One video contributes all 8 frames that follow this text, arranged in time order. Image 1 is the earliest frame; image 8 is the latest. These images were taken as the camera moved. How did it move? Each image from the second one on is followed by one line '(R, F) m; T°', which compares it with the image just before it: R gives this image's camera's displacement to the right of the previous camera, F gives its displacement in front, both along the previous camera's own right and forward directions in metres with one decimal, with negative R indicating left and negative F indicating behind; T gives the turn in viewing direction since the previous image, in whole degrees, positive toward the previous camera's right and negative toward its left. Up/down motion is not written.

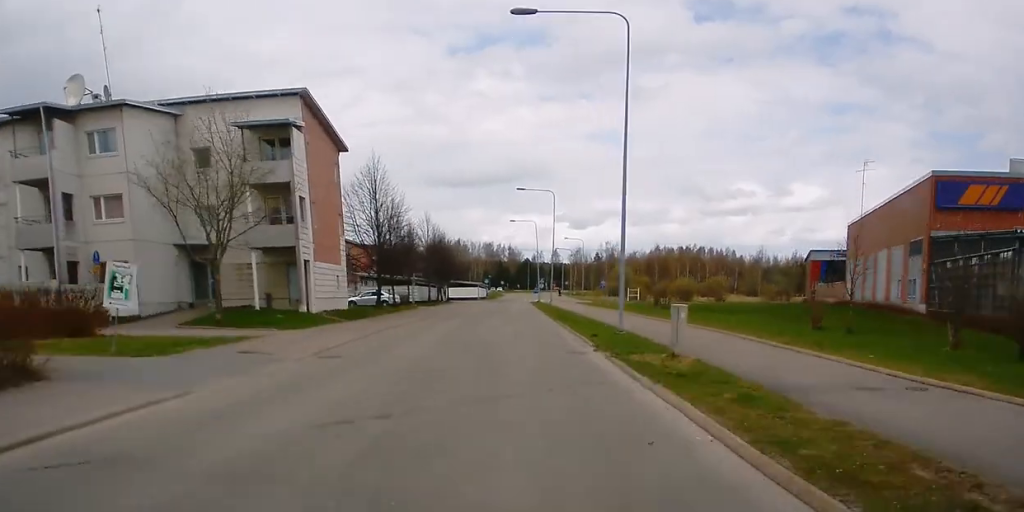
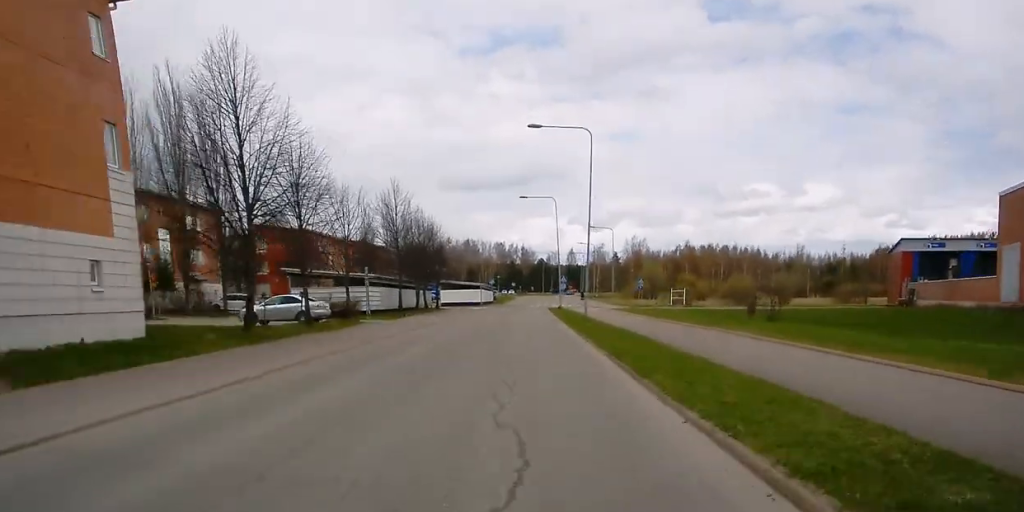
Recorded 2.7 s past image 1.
(-0.3, +24.3) m; -1°
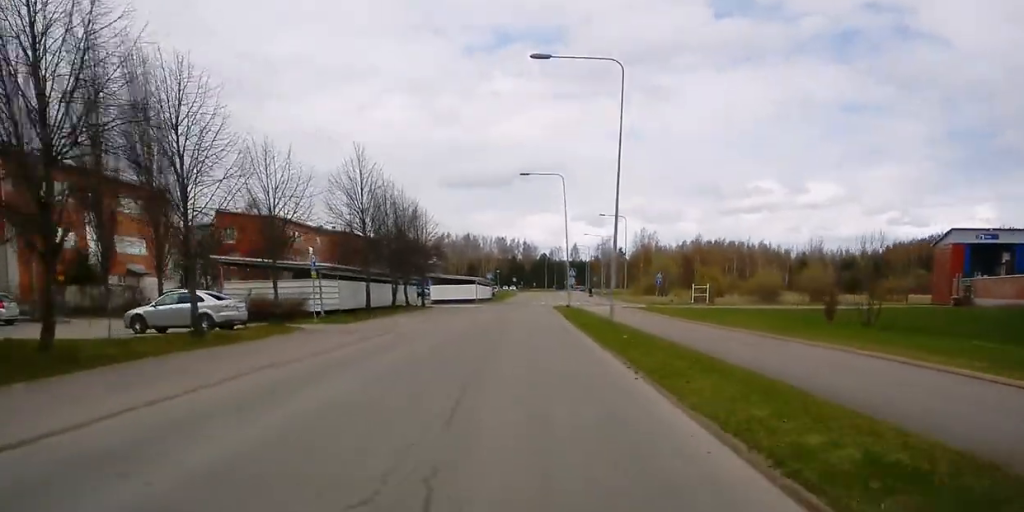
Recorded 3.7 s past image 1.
(0.0, +11.0) m; 0°
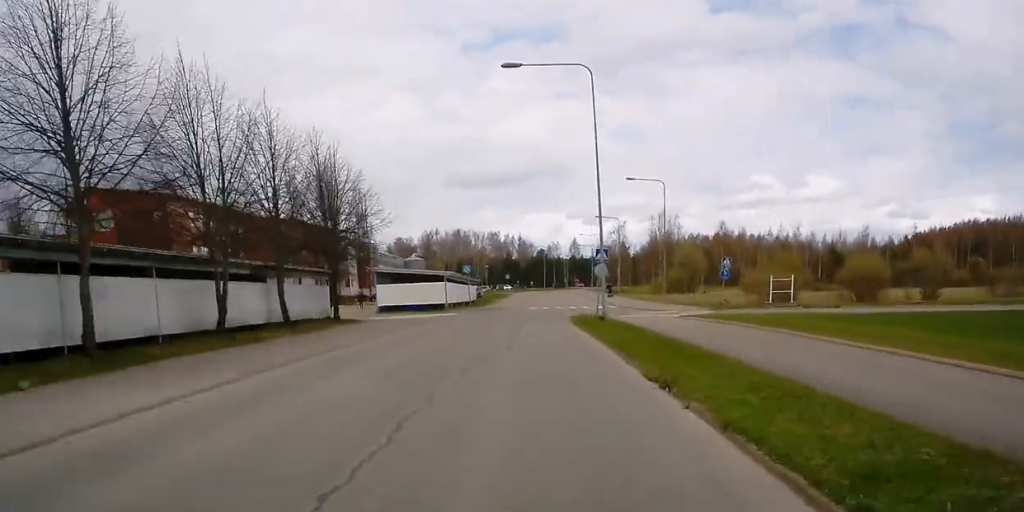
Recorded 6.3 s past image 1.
(0.0, +29.5) m; -3°
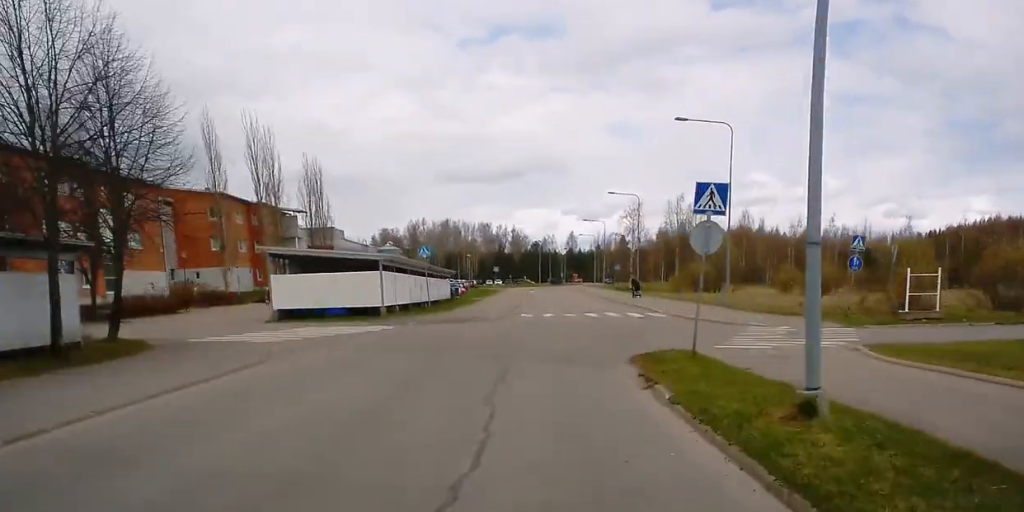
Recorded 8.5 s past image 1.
(-2.2, +27.0) m; -14°
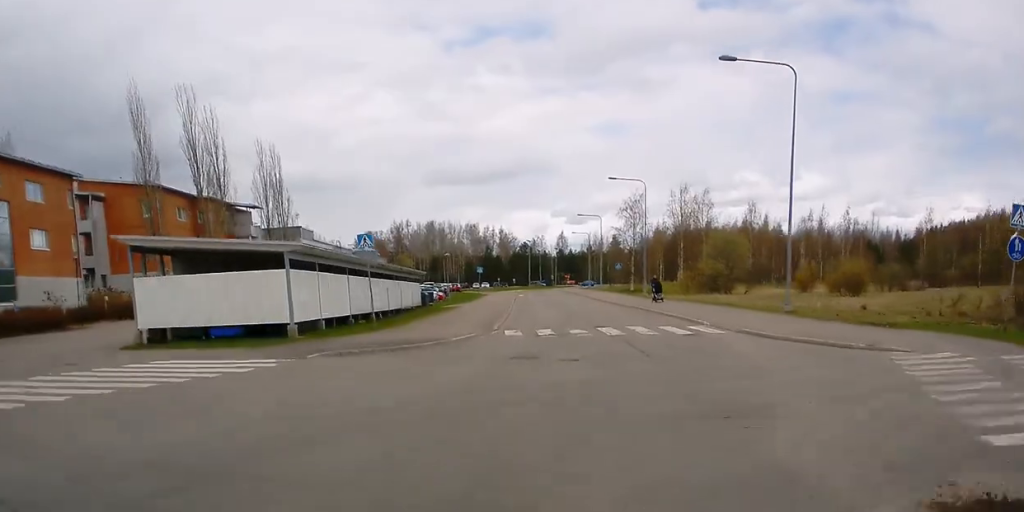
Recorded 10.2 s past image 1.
(-1.7, +14.1) m; -16°
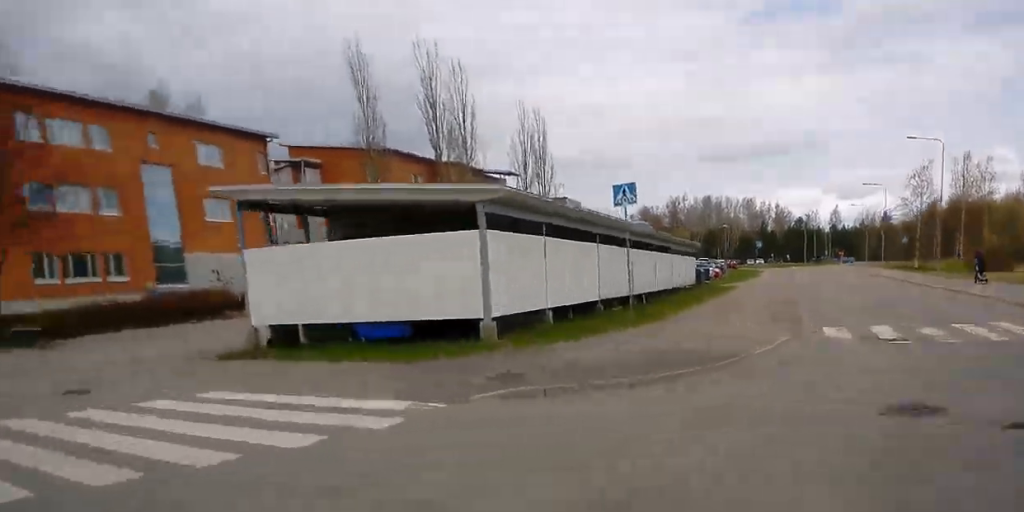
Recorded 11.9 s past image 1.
(-2.0, +8.1) m; -22°
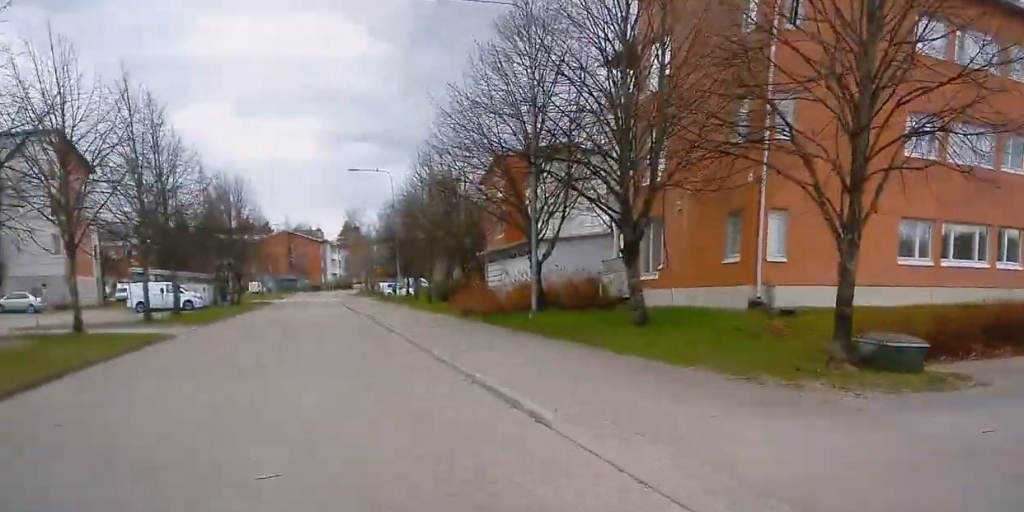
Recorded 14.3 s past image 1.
(-1.9, +8.2) m; -29°
